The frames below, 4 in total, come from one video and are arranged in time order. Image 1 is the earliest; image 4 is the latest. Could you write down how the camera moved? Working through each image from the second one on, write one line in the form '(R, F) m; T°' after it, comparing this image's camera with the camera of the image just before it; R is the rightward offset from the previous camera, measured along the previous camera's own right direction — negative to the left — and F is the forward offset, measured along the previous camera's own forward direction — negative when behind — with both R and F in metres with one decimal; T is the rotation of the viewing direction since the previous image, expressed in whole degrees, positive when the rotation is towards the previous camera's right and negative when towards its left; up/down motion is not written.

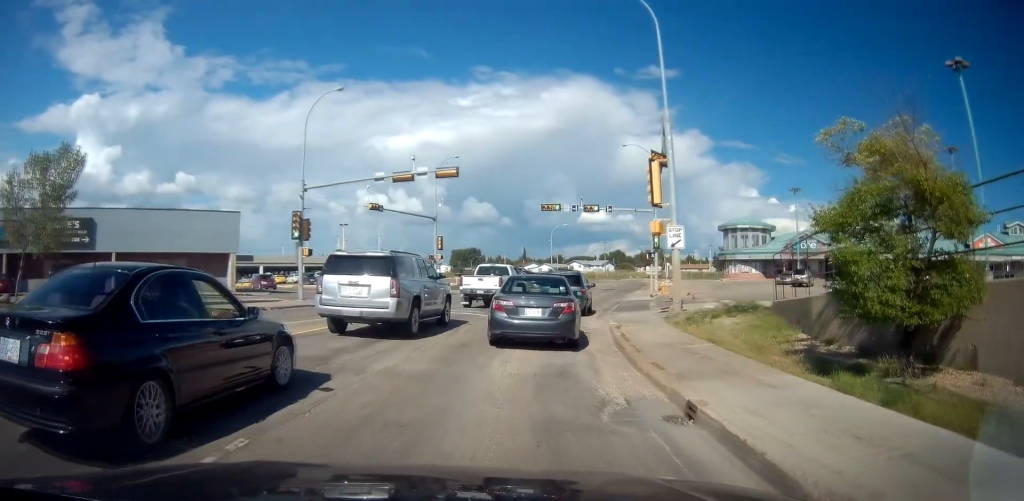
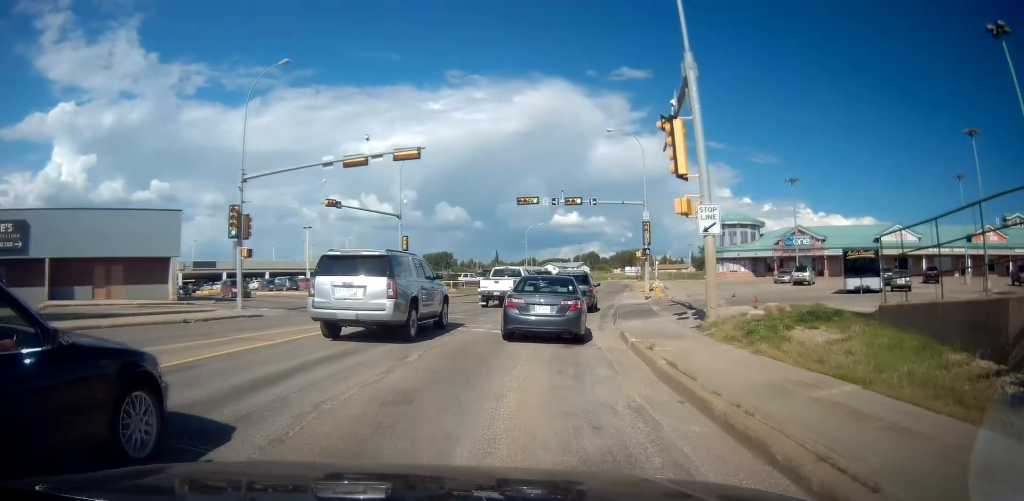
(-0.1, +5.4) m; +4°
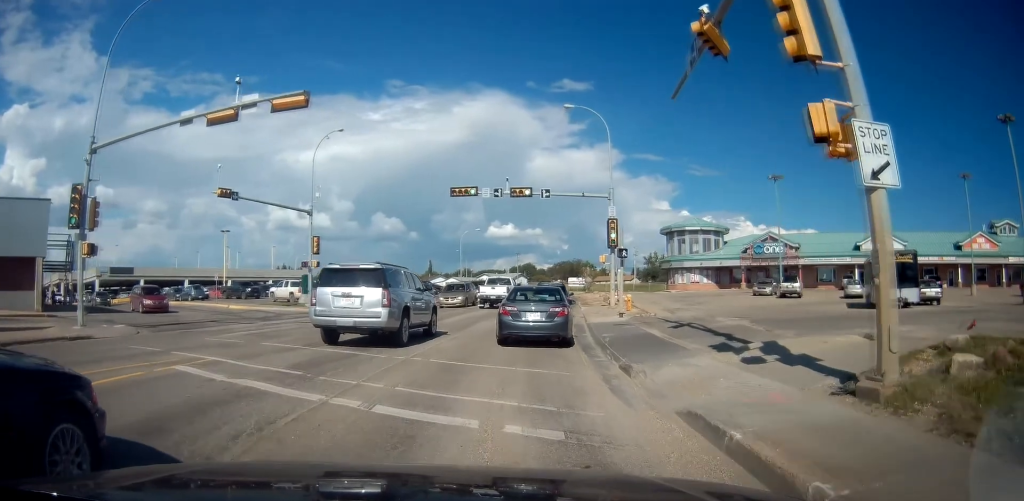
(+0.6, +8.8) m; +1°
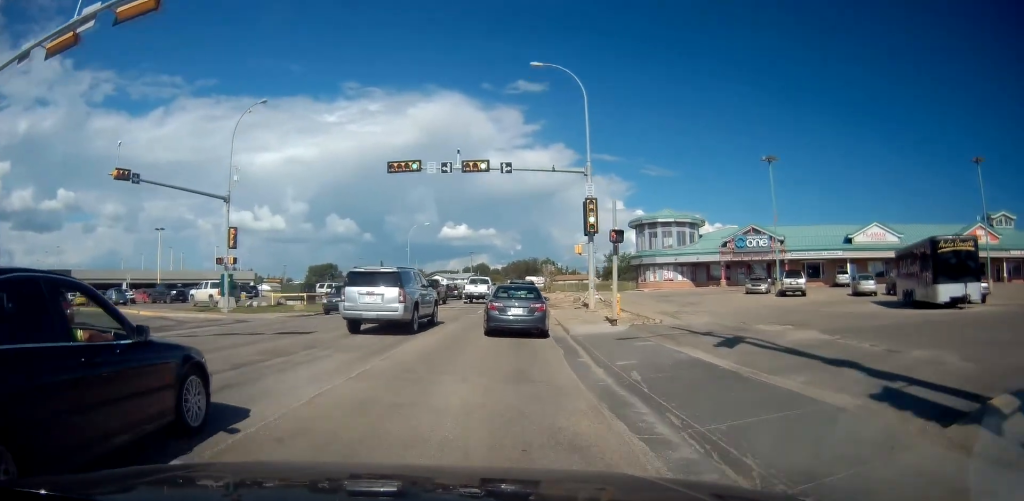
(-0.1, +7.6) m; +5°
